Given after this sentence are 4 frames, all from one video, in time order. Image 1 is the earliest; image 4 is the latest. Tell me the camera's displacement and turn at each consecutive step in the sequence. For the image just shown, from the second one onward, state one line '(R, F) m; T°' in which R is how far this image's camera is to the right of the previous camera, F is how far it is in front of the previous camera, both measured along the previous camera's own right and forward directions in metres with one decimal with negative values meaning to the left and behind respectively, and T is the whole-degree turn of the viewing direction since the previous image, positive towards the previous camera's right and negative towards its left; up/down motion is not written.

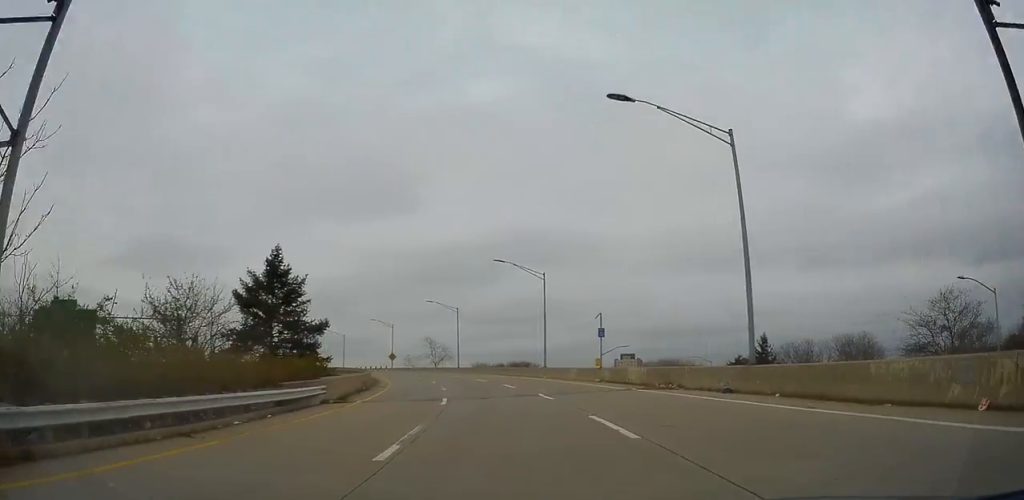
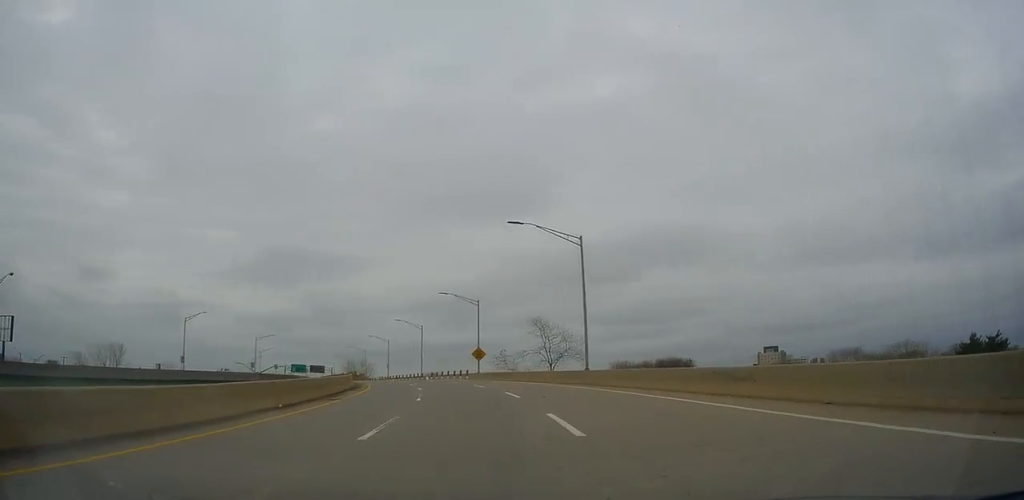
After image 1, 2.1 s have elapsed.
(-1.6, +48.4) m; -6°
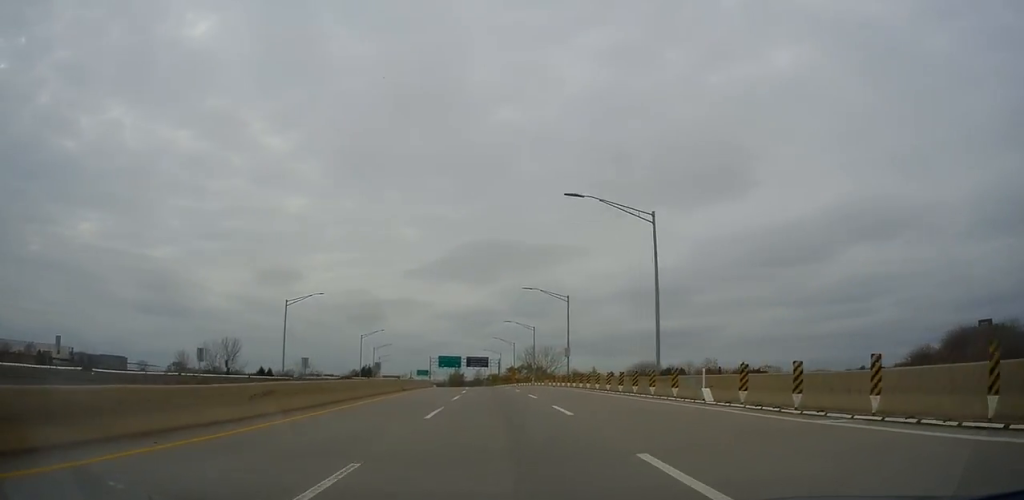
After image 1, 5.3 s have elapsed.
(-14.0, +67.3) m; -25°
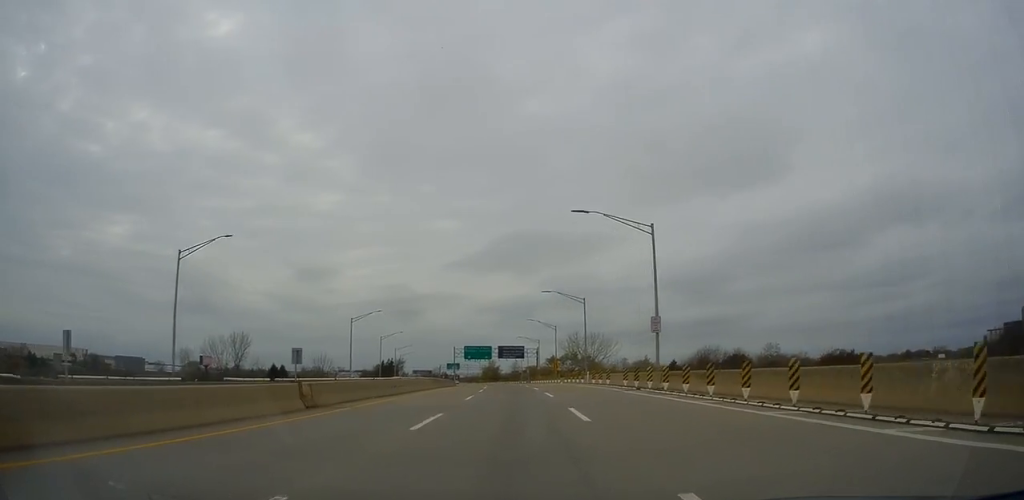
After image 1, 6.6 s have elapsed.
(-1.7, +26.3) m; -4°
